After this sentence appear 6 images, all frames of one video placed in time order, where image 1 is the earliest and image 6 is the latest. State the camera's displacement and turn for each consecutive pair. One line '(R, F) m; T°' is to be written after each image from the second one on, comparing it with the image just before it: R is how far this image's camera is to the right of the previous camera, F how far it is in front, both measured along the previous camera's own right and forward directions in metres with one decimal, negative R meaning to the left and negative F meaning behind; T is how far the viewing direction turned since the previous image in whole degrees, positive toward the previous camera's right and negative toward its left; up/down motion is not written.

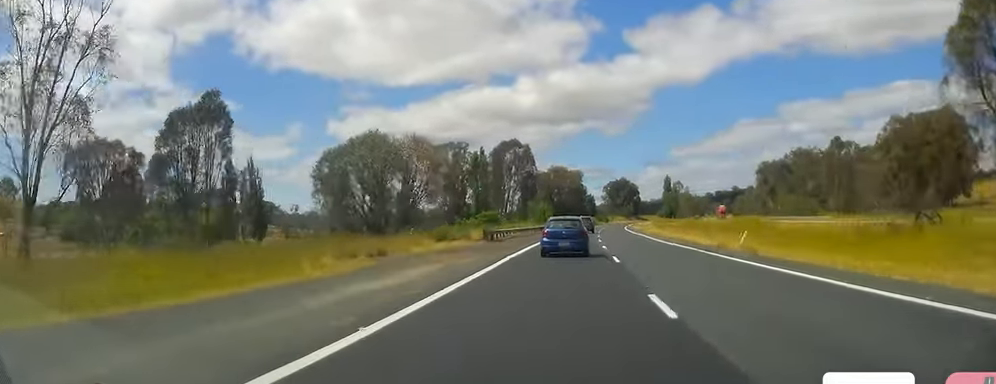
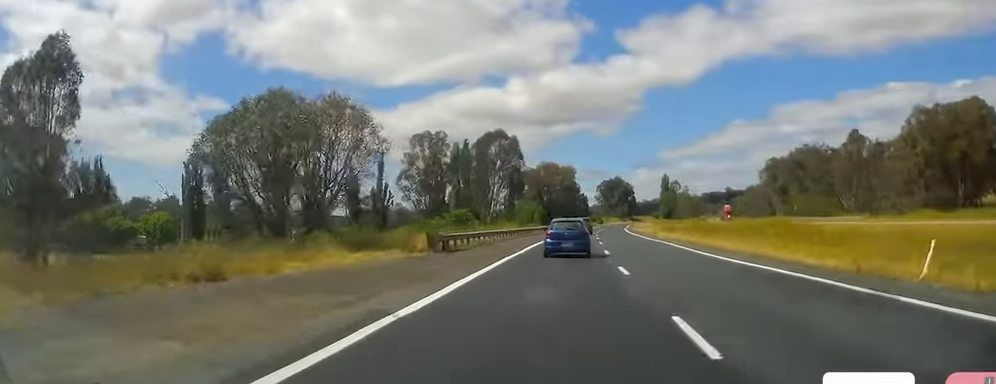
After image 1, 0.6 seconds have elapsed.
(+0.1, +16.2) m; +1°
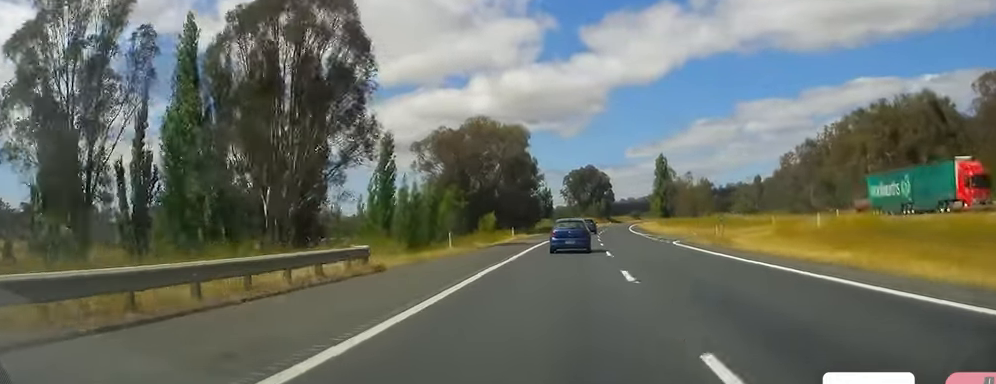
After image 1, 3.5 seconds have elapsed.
(+3.7, +85.5) m; +4°
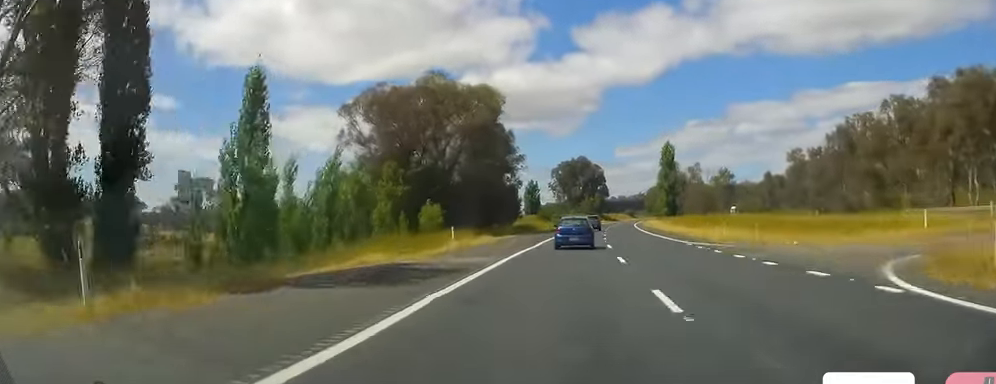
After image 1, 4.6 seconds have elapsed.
(0.0, +29.8) m; 0°
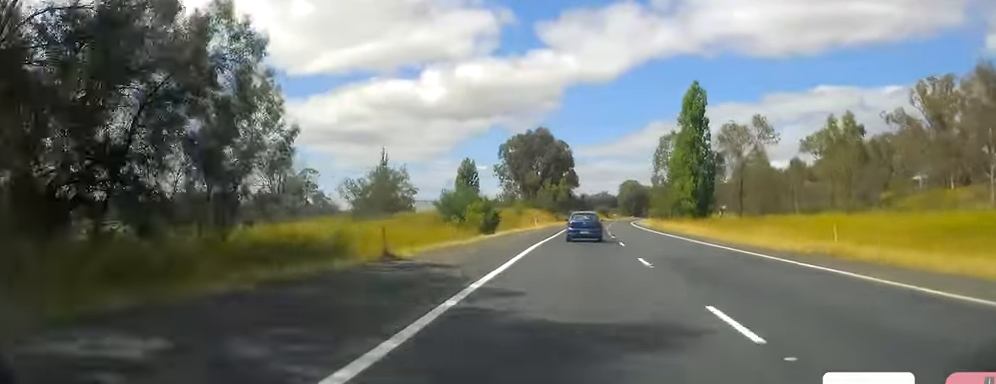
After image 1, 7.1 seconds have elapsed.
(+2.8, +74.1) m; +4°
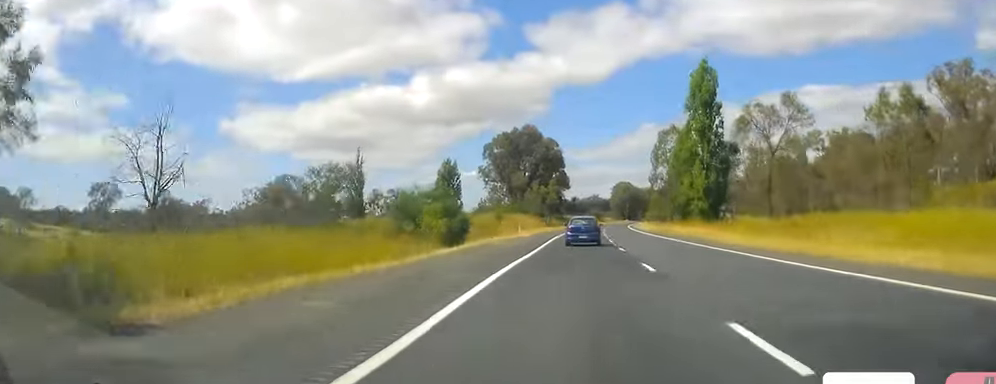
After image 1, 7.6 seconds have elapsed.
(-0.1, +13.5) m; 0°
